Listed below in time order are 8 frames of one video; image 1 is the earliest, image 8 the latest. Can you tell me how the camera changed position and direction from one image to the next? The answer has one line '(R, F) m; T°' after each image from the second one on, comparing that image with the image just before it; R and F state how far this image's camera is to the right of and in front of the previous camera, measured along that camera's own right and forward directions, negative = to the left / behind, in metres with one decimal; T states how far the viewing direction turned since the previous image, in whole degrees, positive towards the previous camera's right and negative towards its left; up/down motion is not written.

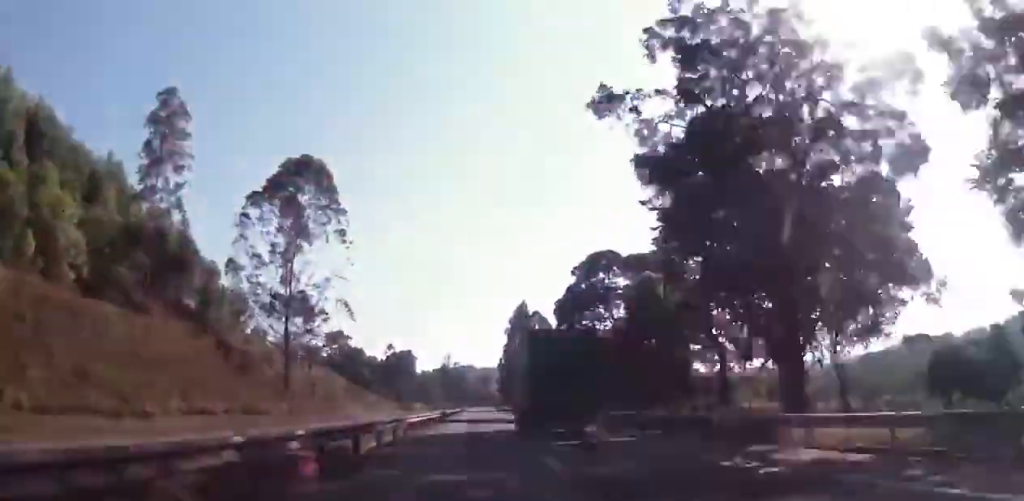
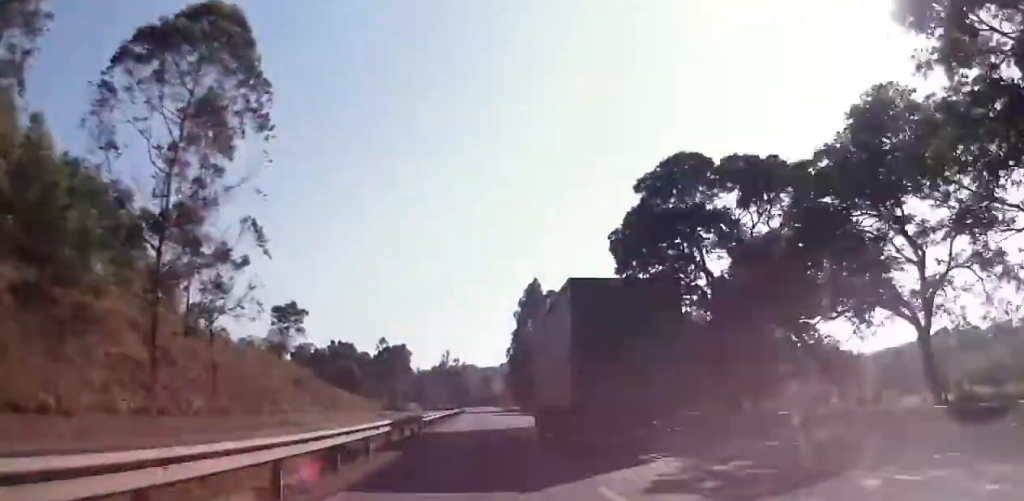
(+0.3, +31.3) m; 0°
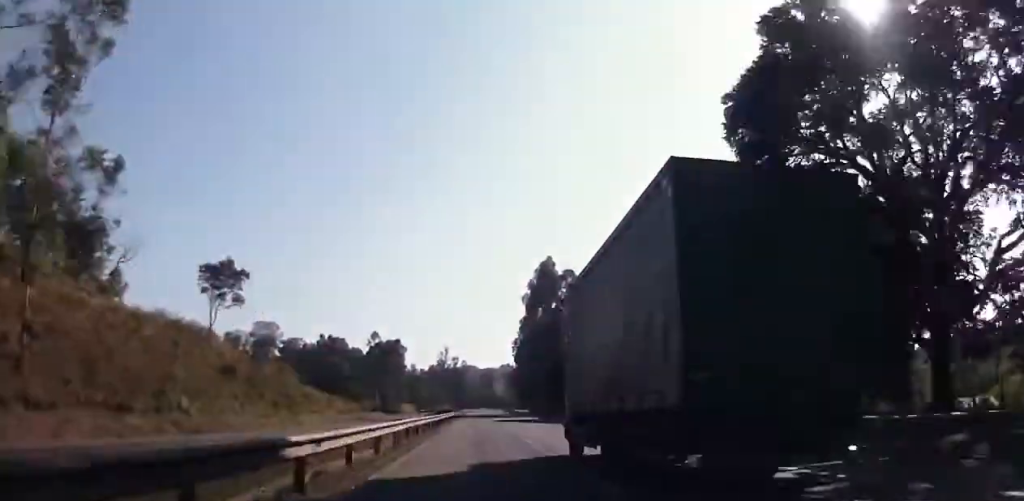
(-0.1, +23.1) m; 0°
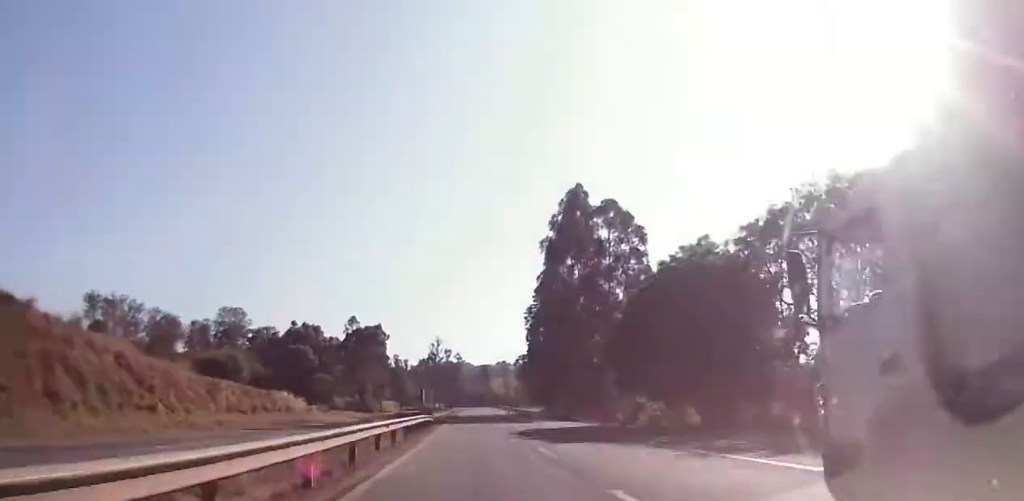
(-0.3, +39.3) m; 0°
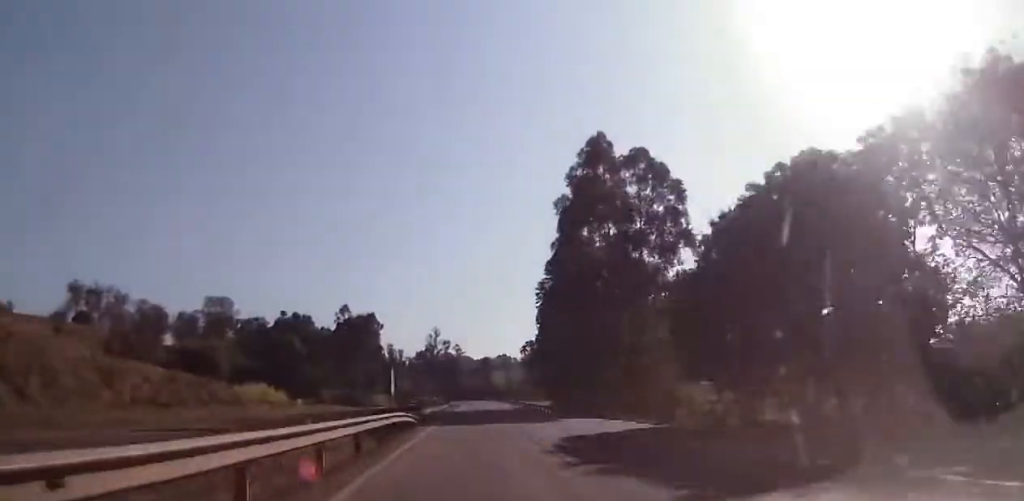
(0.0, +14.9) m; 0°
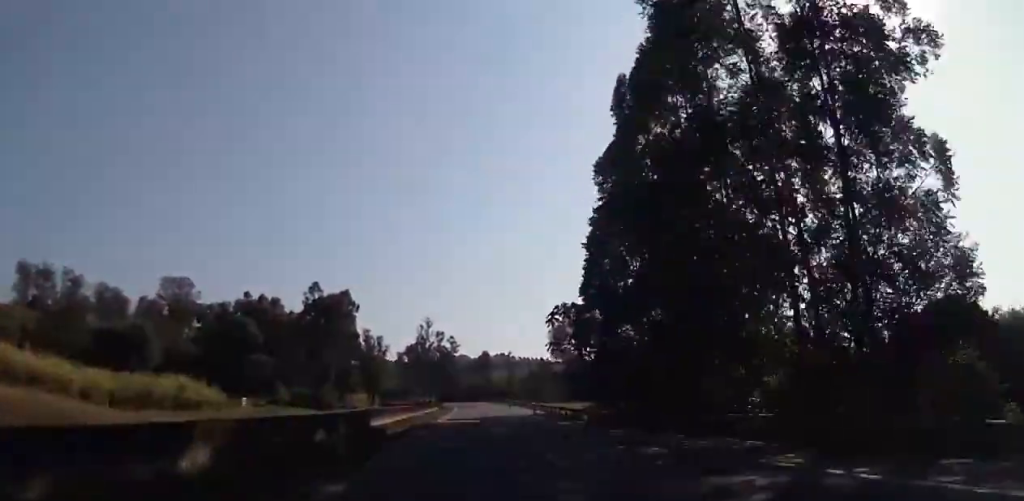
(+0.4, +37.8) m; +1°
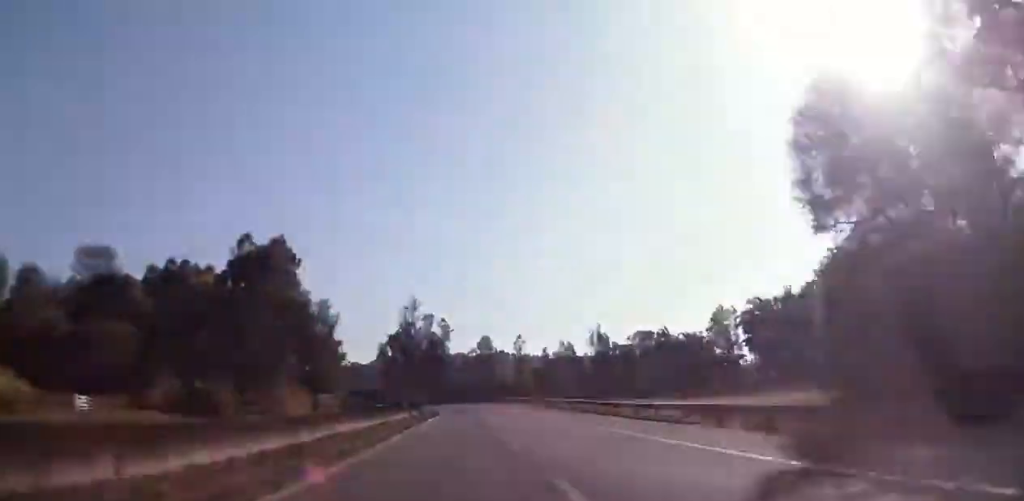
(-0.1, +54.3) m; -1°
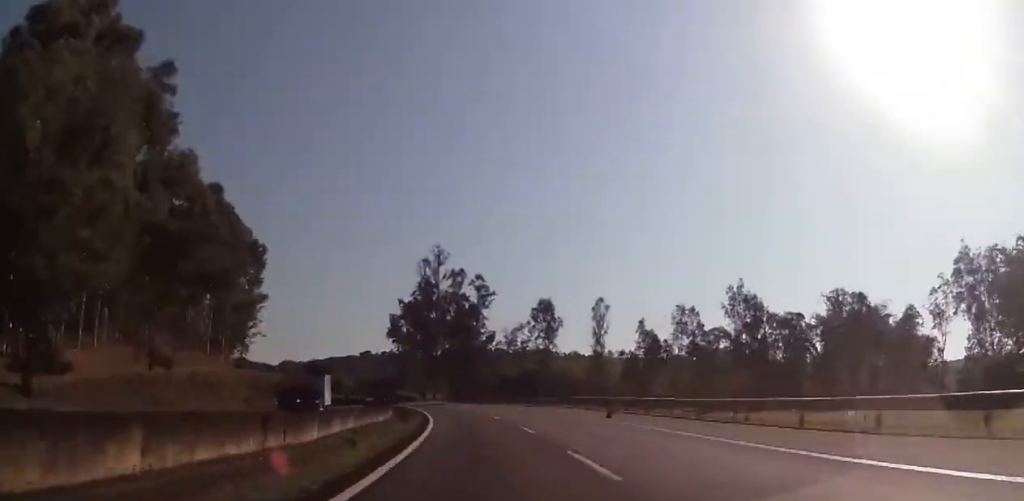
(-0.8, +69.7) m; -2°
